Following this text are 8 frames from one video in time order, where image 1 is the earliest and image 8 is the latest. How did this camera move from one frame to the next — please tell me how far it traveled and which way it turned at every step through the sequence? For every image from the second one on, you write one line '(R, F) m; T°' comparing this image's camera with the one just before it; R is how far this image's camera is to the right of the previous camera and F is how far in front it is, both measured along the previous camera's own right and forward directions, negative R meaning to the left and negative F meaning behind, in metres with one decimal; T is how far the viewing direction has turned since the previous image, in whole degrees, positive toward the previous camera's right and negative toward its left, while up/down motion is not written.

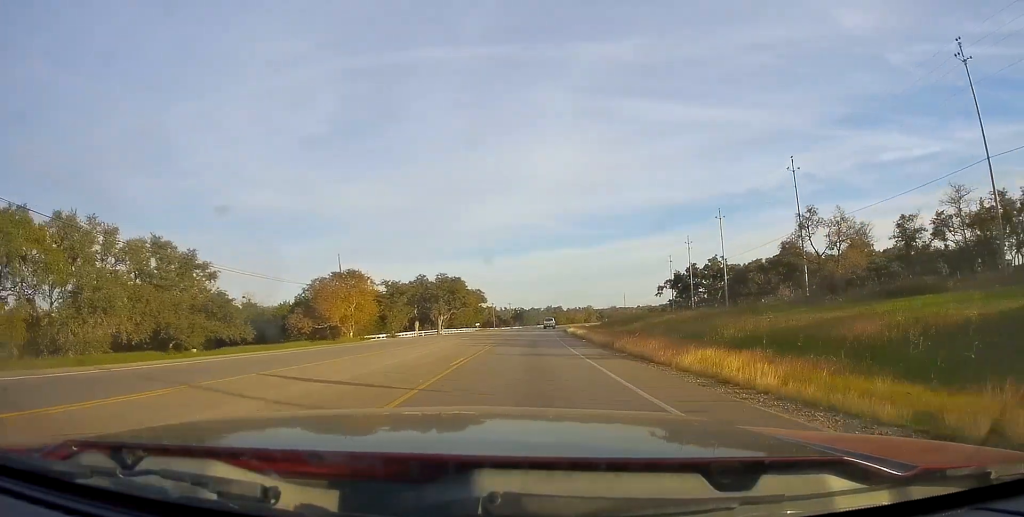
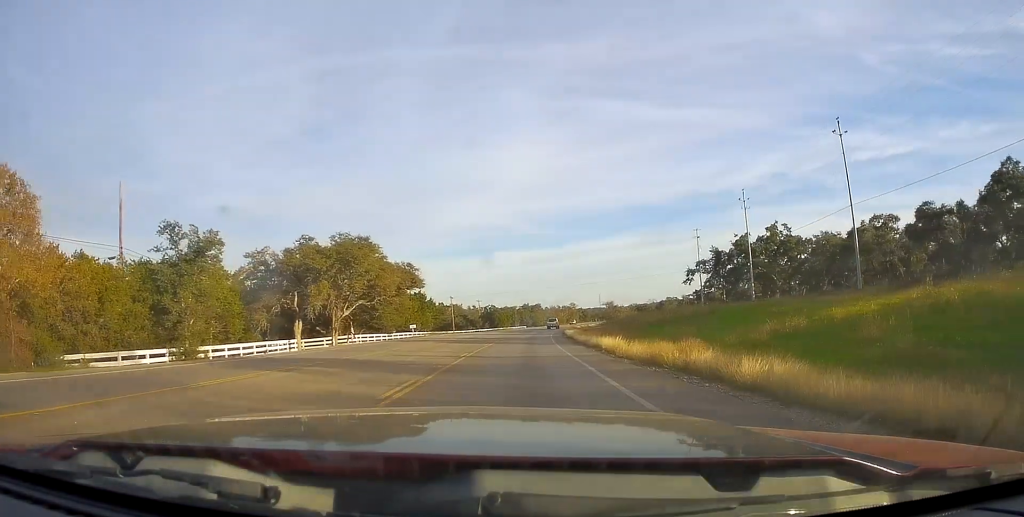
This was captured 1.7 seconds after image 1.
(+1.5, +42.0) m; +3°
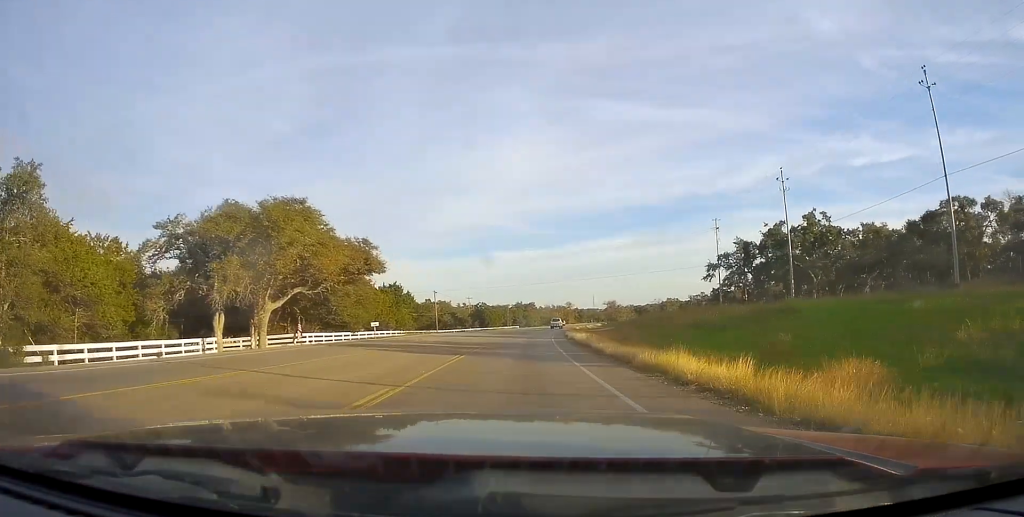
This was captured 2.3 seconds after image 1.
(-0.2, +13.4) m; +1°
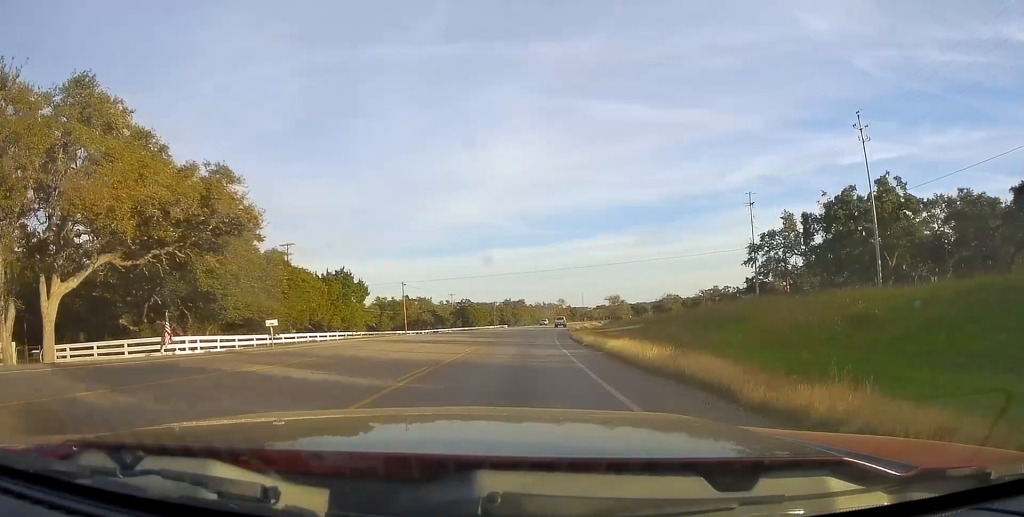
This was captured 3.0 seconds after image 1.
(-0.1, +18.7) m; +1°
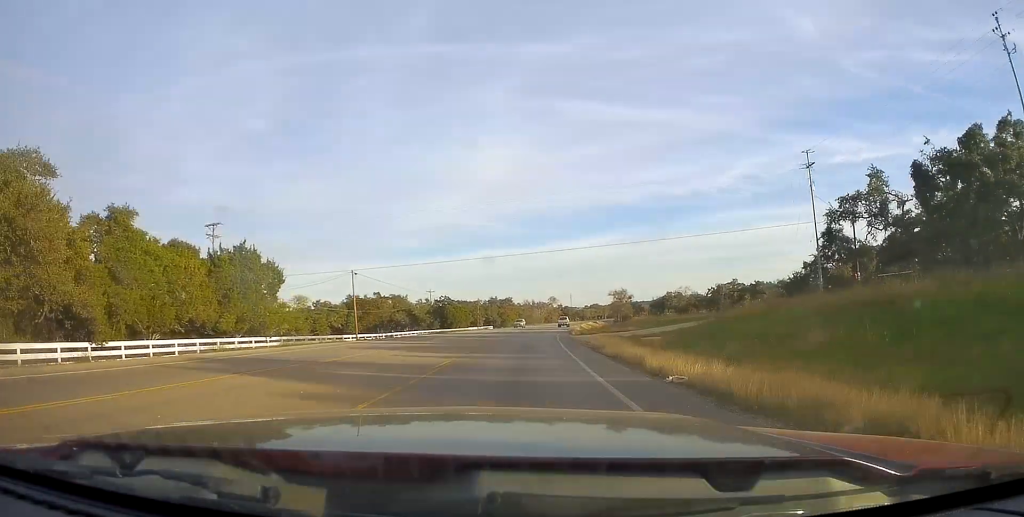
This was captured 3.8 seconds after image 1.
(+0.5, +19.6) m; +2°
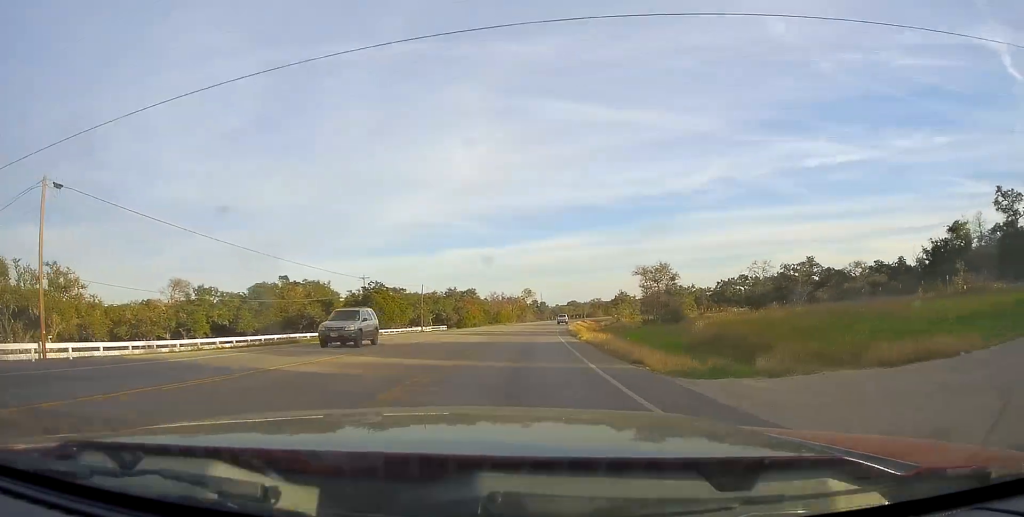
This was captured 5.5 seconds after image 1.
(+0.1, +41.7) m; +2°
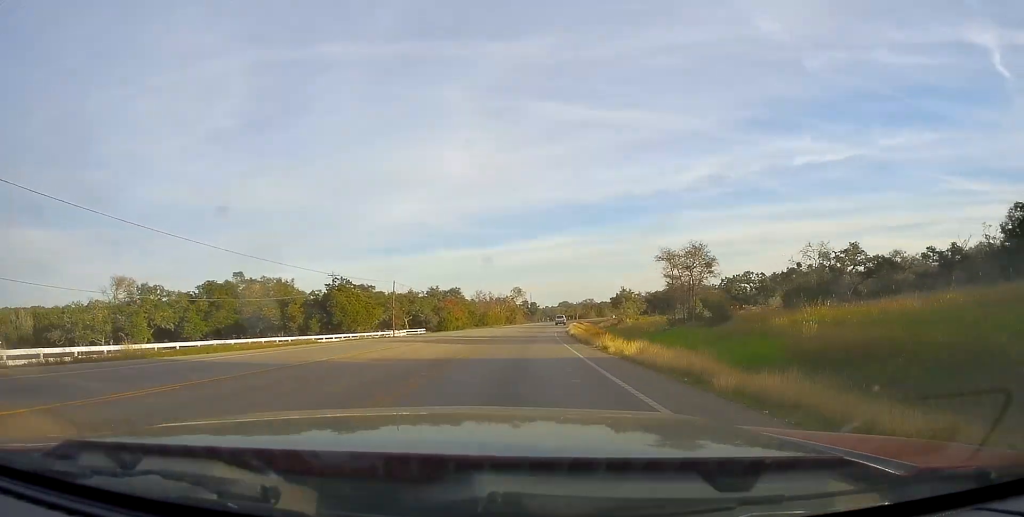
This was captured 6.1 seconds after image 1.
(+0.2, +13.6) m; +1°
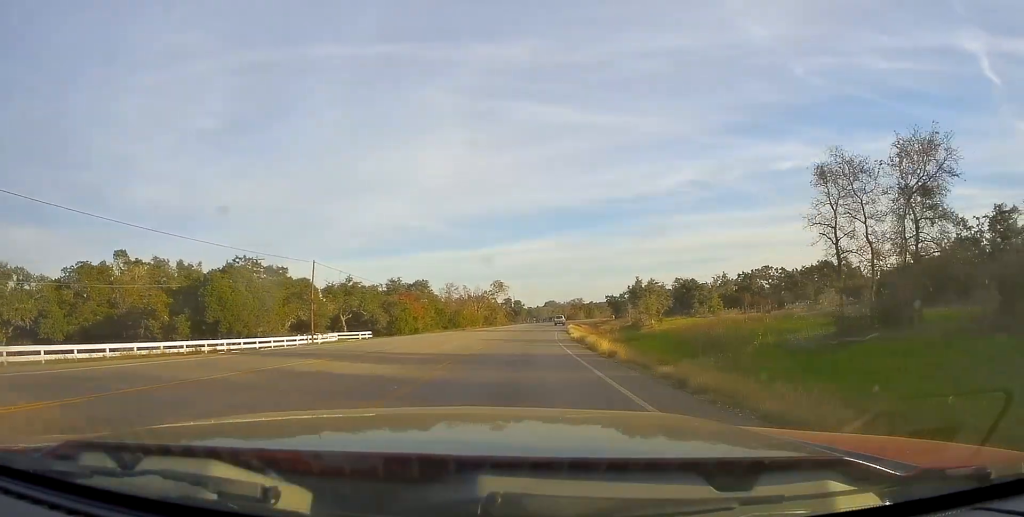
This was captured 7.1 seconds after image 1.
(+0.8, +26.1) m; +2°
